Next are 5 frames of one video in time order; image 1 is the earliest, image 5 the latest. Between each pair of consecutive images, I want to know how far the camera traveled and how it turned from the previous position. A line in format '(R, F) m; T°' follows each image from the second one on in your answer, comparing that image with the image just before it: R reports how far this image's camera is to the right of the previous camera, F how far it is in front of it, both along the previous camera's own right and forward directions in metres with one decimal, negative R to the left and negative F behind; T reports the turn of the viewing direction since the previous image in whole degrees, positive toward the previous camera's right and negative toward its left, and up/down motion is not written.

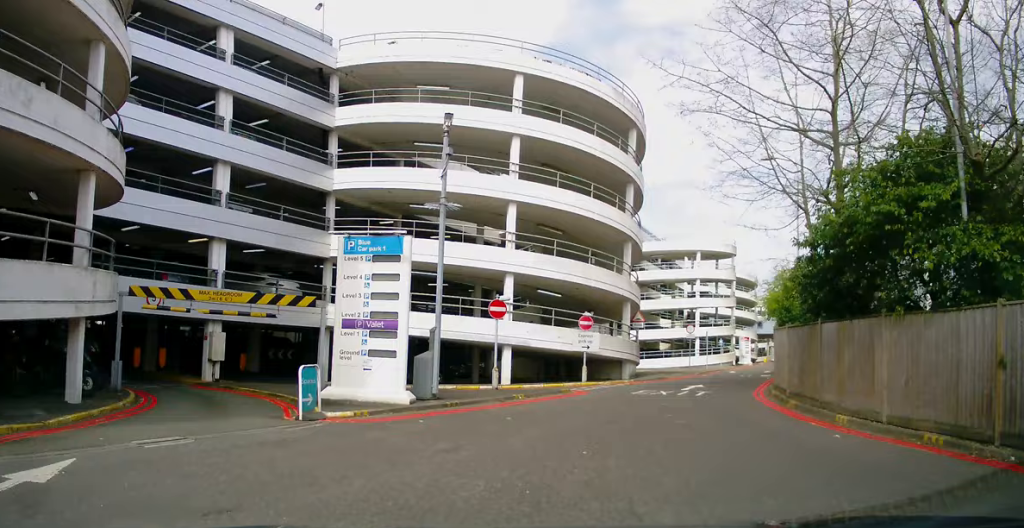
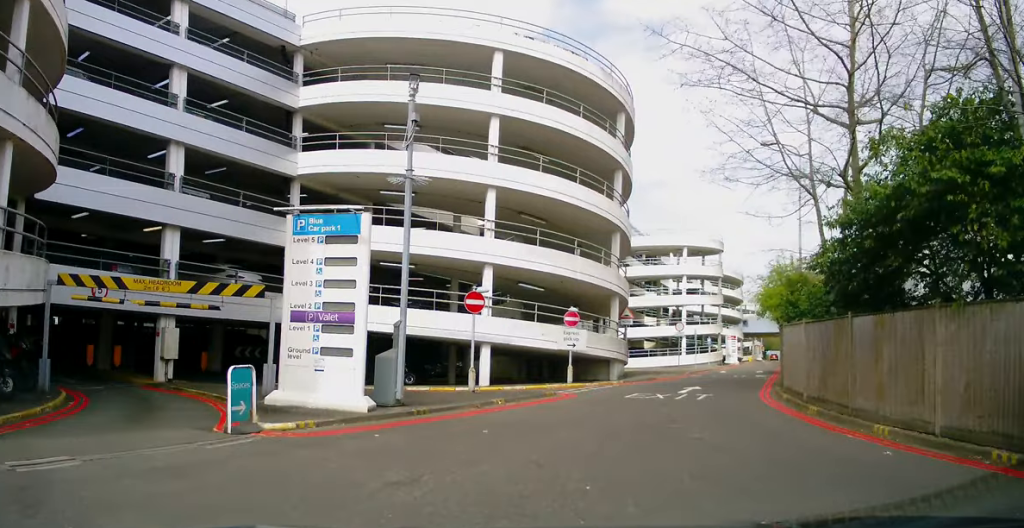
(0.0, +2.2) m; +2°
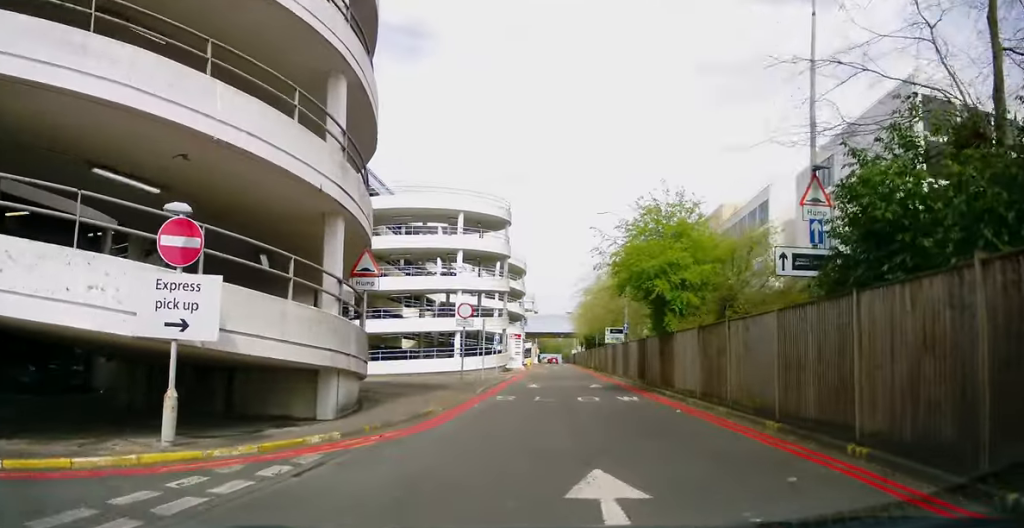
(+3.6, +17.9) m; +16°
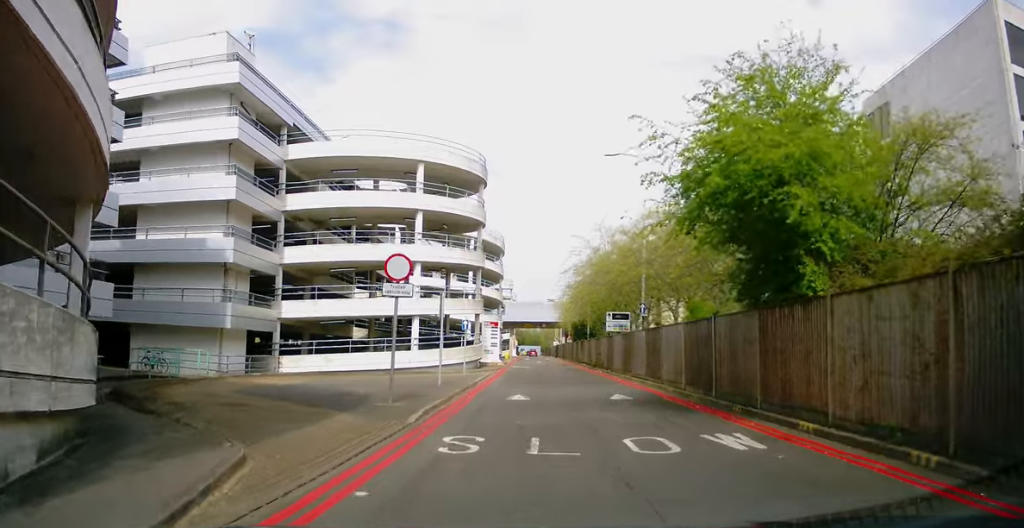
(+0.1, +10.3) m; +2°
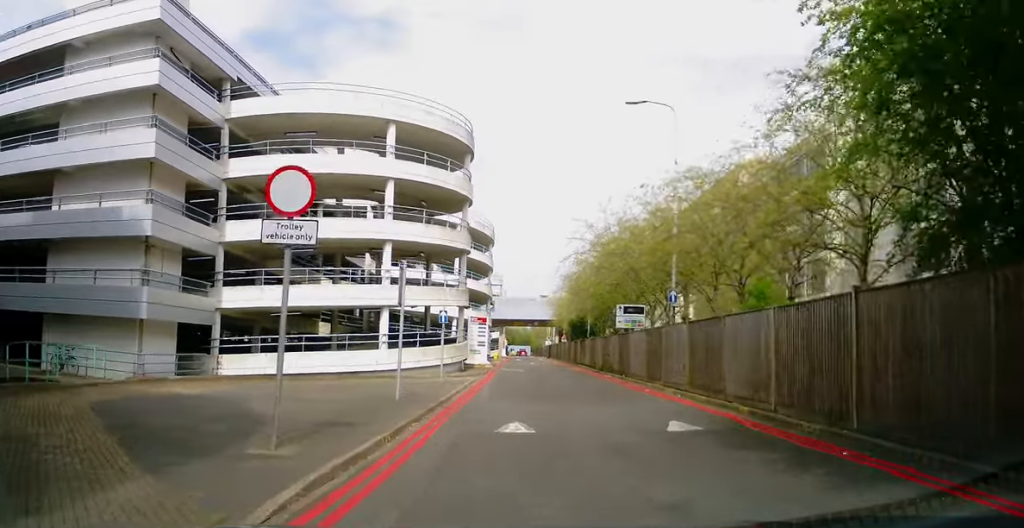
(-0.1, +6.2) m; 0°
